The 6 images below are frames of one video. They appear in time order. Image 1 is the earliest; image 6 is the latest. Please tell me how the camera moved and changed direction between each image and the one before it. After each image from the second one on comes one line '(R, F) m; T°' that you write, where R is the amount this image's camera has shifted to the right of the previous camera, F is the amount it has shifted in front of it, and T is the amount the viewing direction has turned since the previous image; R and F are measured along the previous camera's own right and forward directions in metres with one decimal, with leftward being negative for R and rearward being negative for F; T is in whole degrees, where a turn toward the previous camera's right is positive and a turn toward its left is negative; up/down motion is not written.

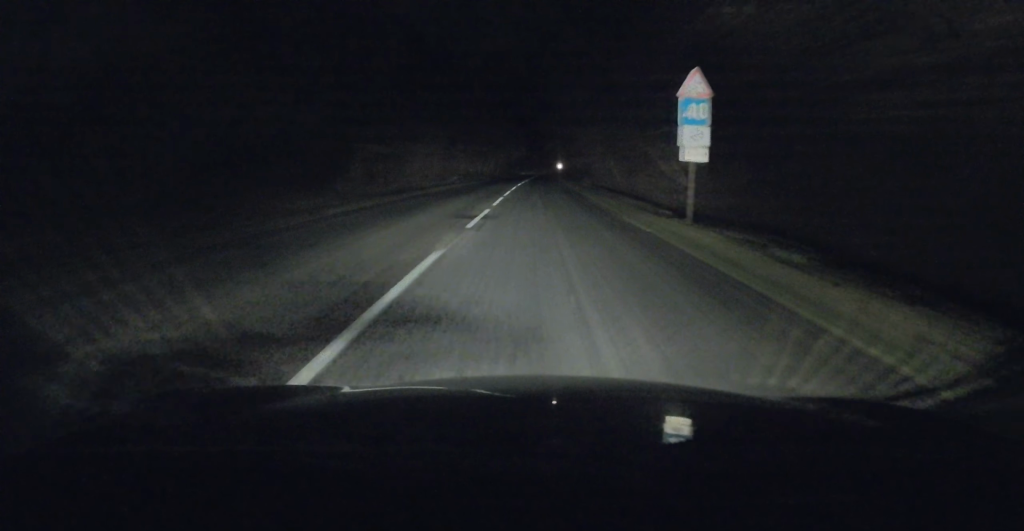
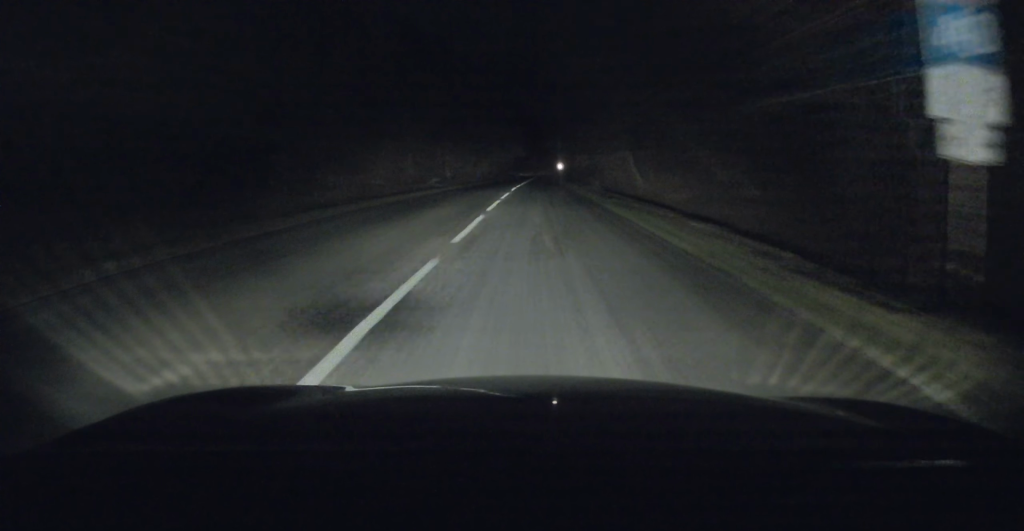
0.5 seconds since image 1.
(0.0, +10.9) m; -1°
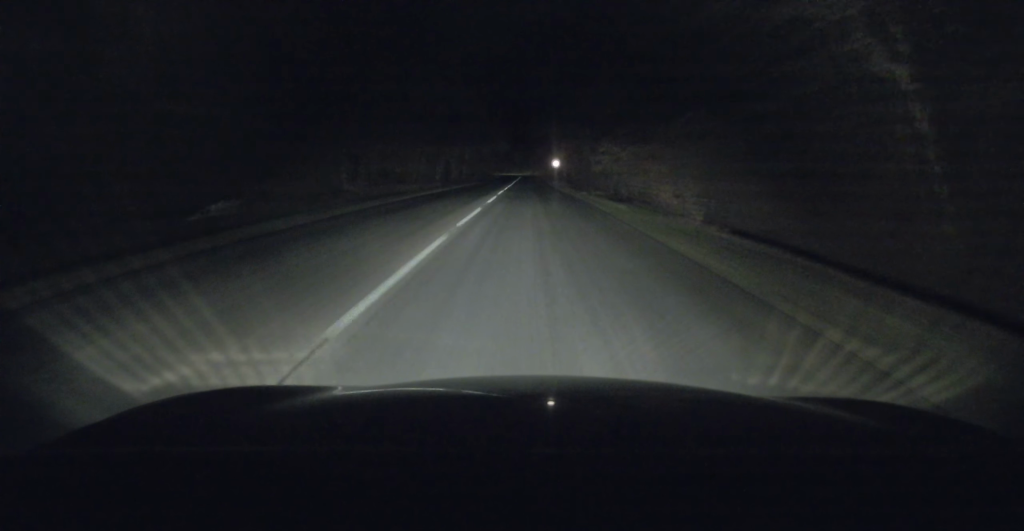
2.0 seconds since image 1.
(-0.3, +32.5) m; +1°
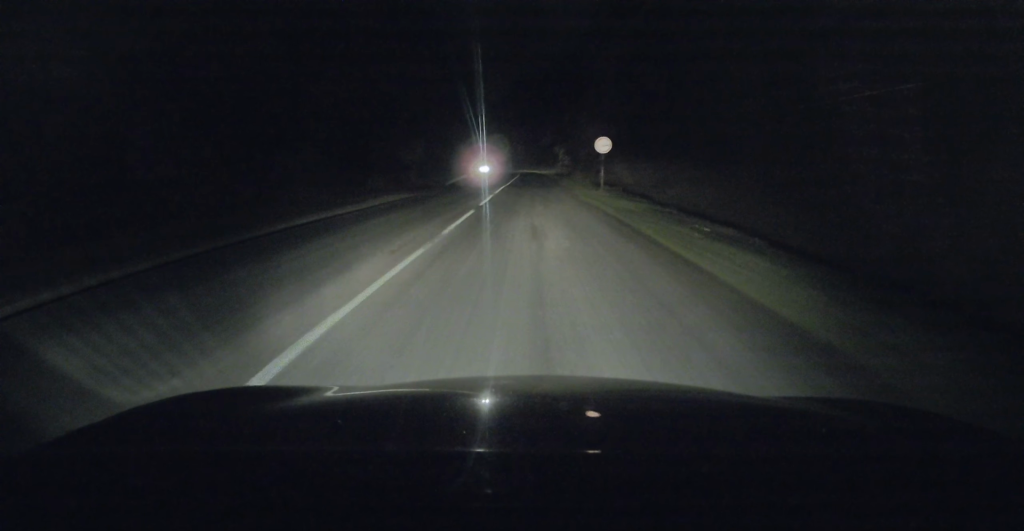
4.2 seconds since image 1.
(+0.3, +46.9) m; -1°
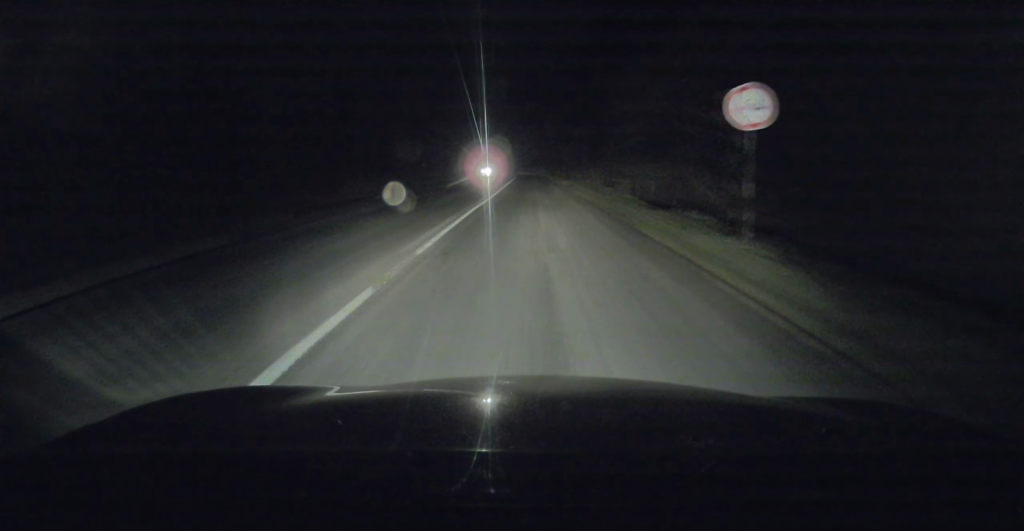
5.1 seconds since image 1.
(-0.2, +20.0) m; 0°
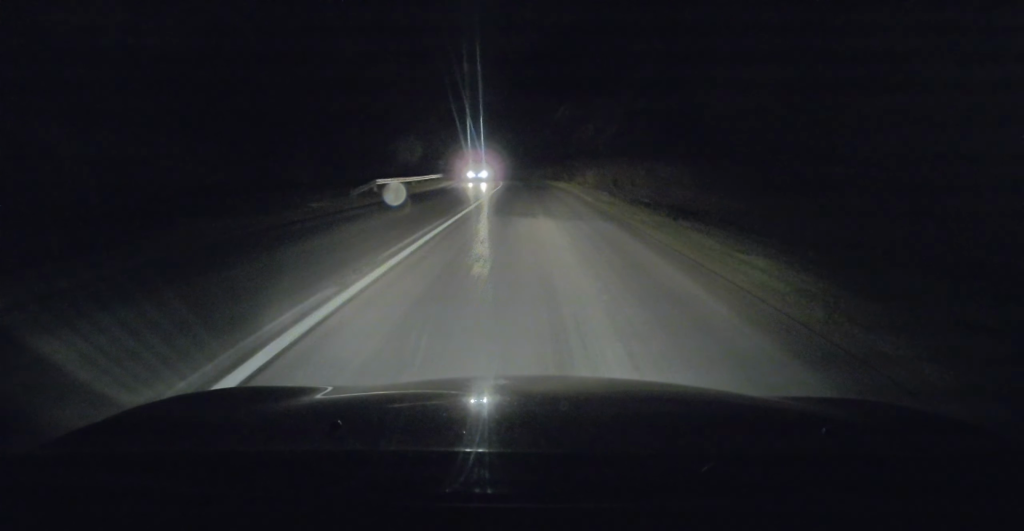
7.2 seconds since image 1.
(+0.3, +45.1) m; -1°
